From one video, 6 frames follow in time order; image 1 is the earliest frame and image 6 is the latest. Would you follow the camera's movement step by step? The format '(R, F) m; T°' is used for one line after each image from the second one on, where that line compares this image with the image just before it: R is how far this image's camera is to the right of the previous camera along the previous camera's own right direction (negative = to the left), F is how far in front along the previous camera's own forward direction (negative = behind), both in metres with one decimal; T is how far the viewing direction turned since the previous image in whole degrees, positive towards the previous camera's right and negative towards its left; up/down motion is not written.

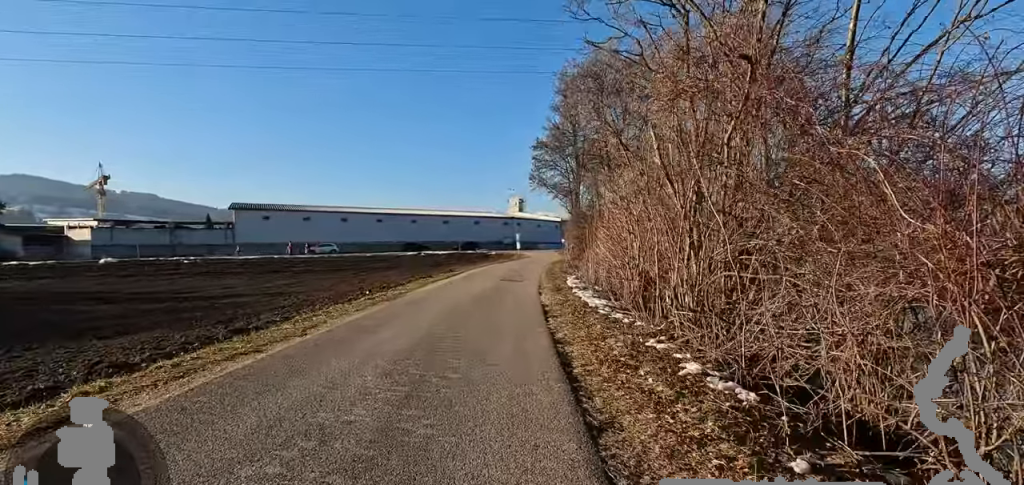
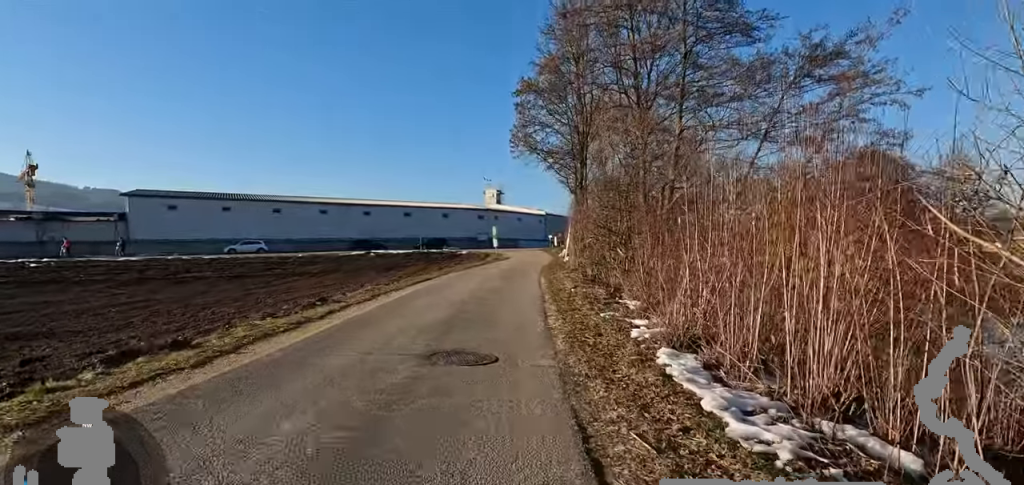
(+0.3, +14.0) m; +8°
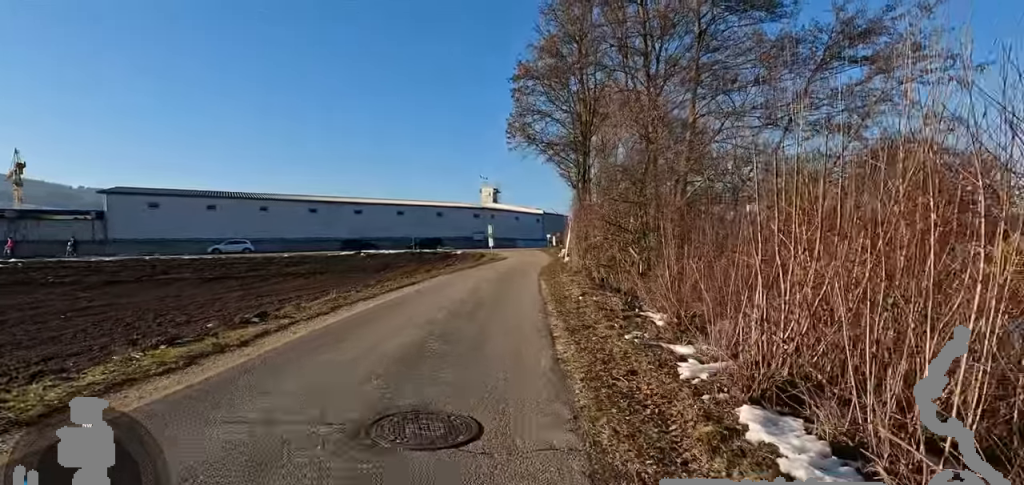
(+0.2, +2.4) m; +3°
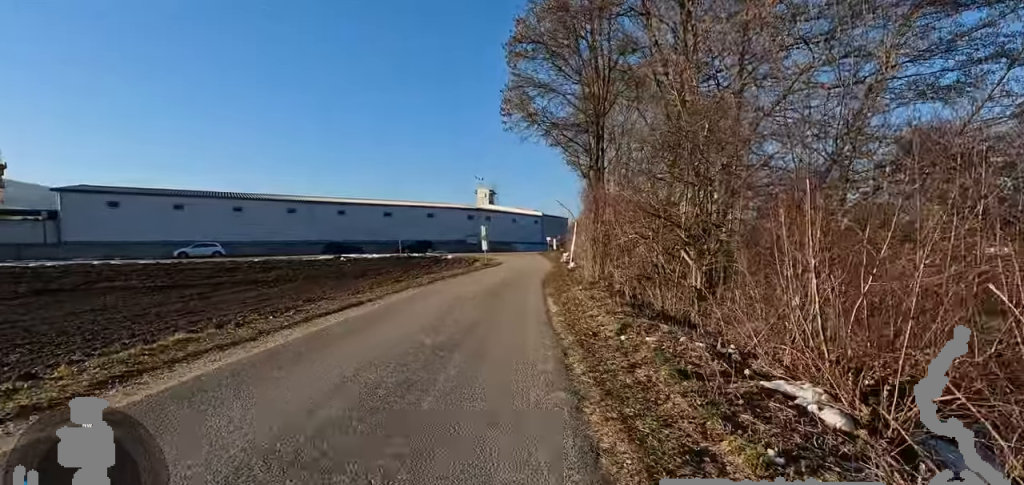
(+0.2, +4.8) m; -4°
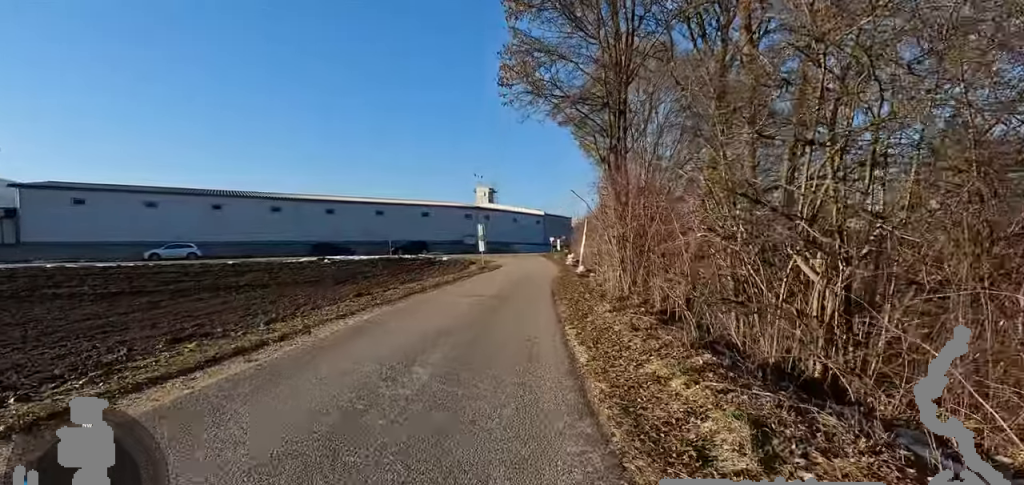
(-0.3, +3.8) m; -7°
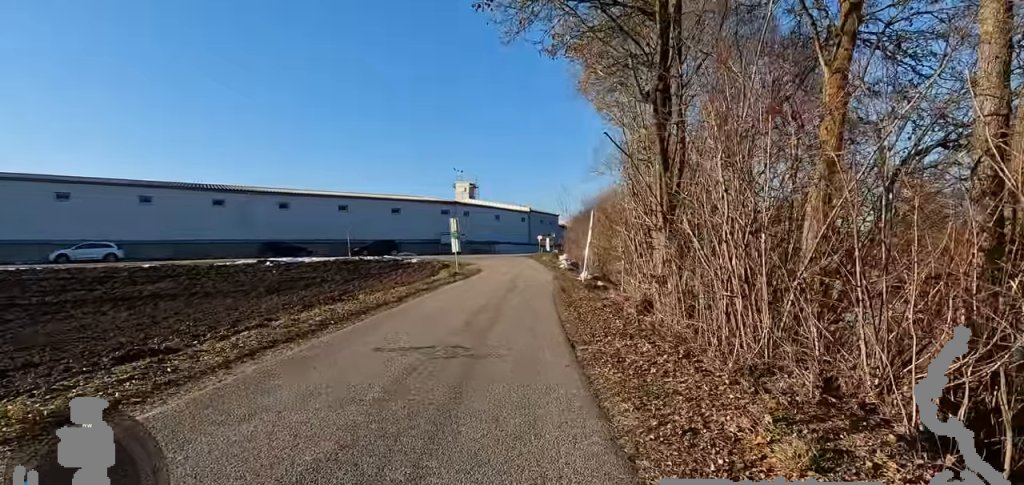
(-0.6, +6.5) m; 0°
